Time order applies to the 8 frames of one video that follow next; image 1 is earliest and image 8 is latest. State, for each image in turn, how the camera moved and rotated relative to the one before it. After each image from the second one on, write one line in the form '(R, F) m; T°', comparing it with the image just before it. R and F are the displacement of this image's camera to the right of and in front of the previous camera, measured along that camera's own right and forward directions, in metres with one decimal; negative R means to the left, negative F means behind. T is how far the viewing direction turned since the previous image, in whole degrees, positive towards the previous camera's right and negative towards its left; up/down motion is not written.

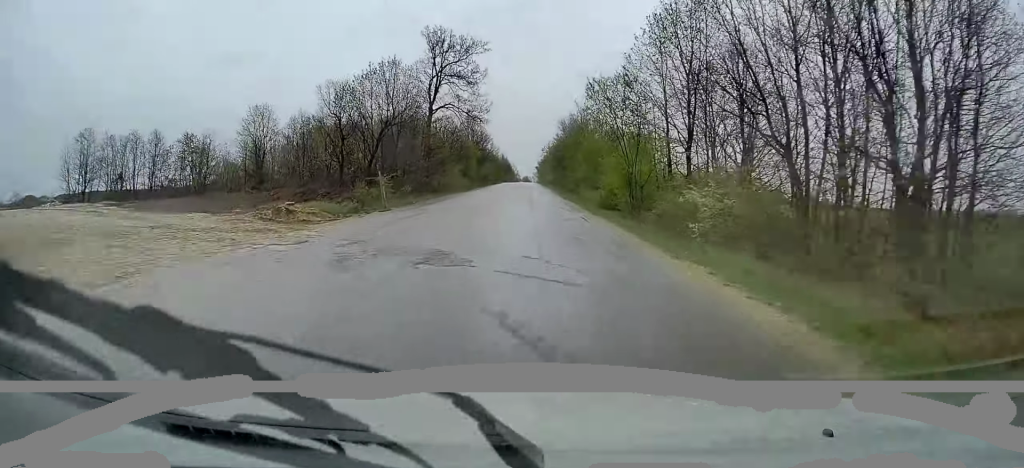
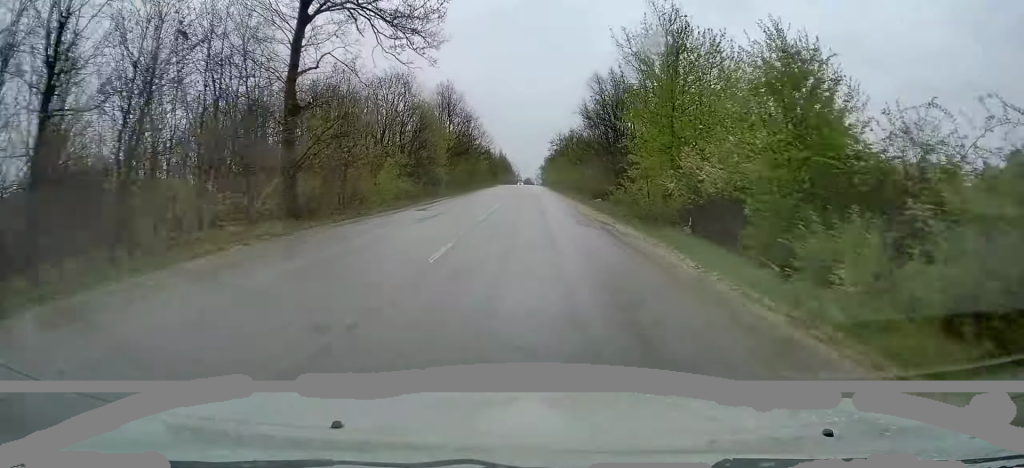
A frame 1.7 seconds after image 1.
(+0.1, +33.6) m; +1°
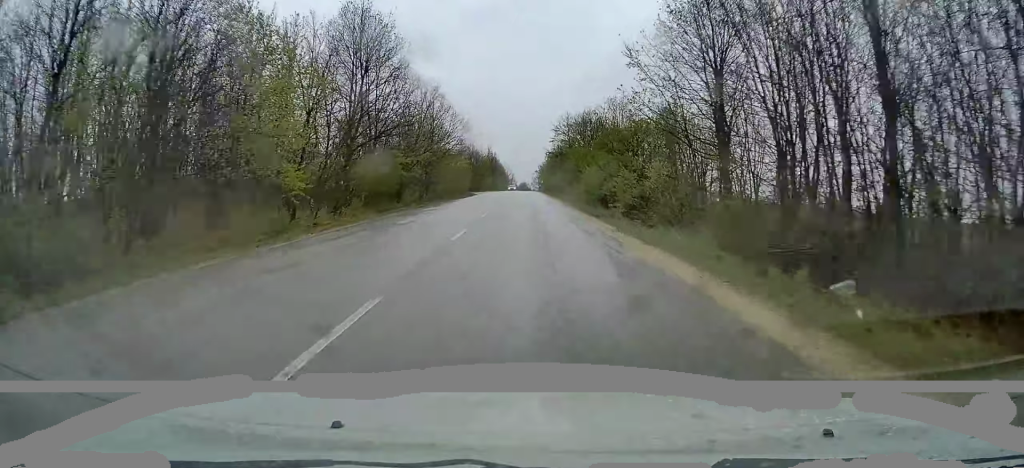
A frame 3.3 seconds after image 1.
(+0.5, +31.5) m; 0°
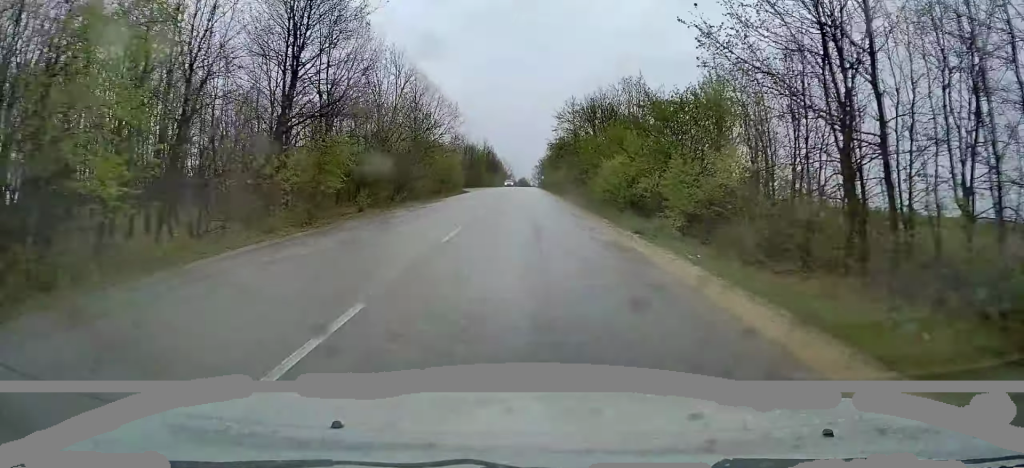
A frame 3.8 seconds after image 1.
(0.0, +9.2) m; 0°
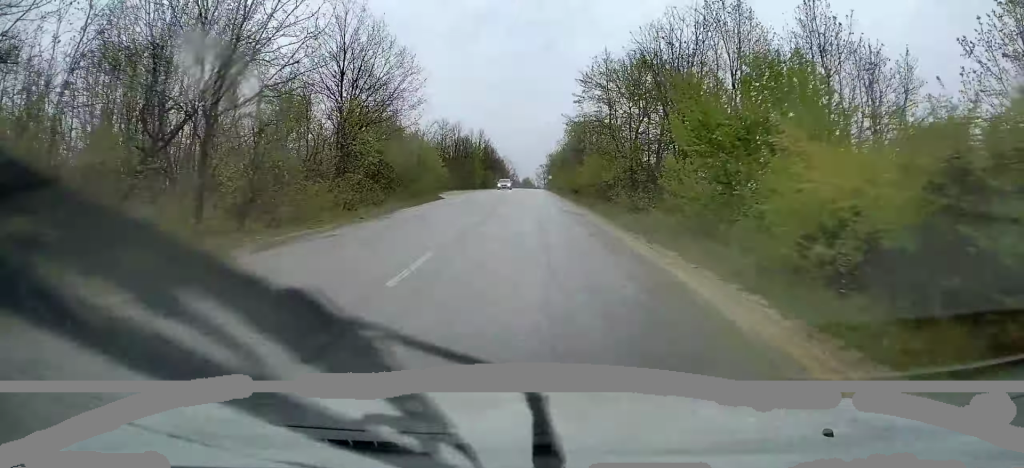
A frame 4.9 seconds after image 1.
(-0.2, +22.5) m; 0°
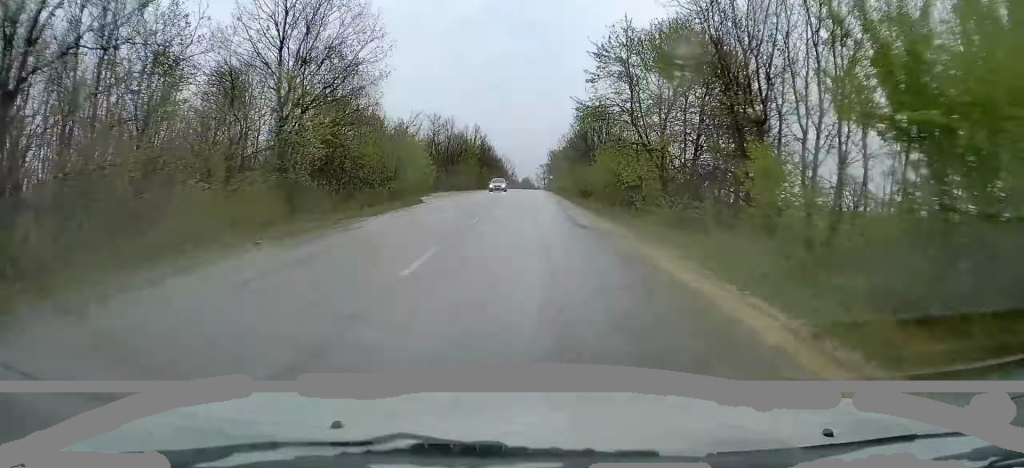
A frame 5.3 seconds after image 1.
(+0.1, +8.0) m; 0°
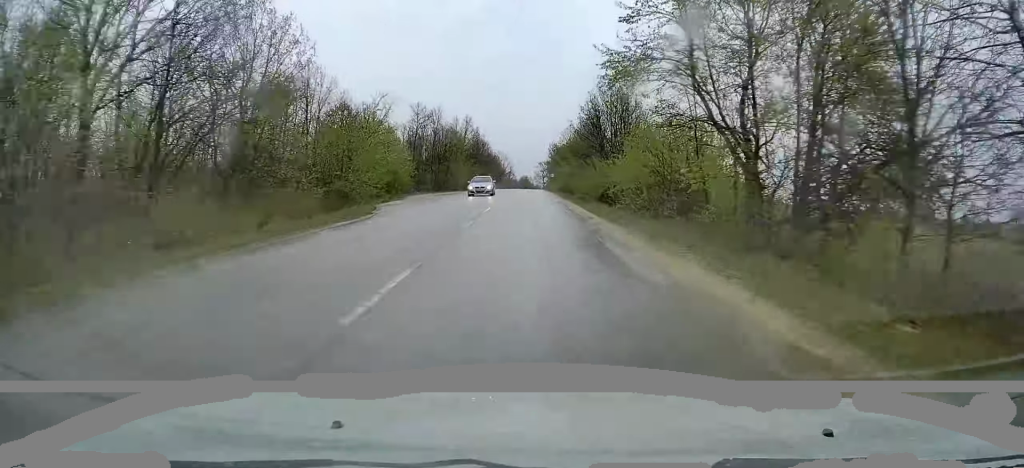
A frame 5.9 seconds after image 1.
(-0.1, +11.4) m; 0°
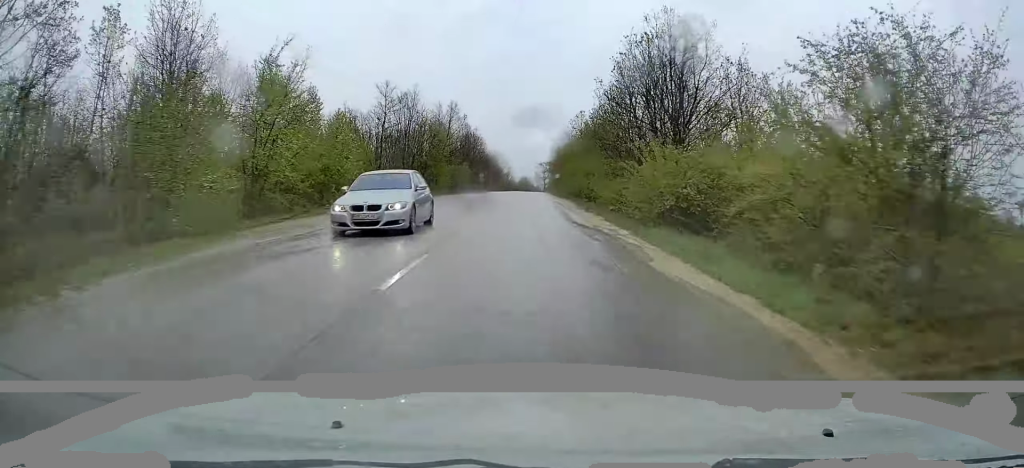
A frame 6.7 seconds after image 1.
(-0.2, +16.1) m; 0°
